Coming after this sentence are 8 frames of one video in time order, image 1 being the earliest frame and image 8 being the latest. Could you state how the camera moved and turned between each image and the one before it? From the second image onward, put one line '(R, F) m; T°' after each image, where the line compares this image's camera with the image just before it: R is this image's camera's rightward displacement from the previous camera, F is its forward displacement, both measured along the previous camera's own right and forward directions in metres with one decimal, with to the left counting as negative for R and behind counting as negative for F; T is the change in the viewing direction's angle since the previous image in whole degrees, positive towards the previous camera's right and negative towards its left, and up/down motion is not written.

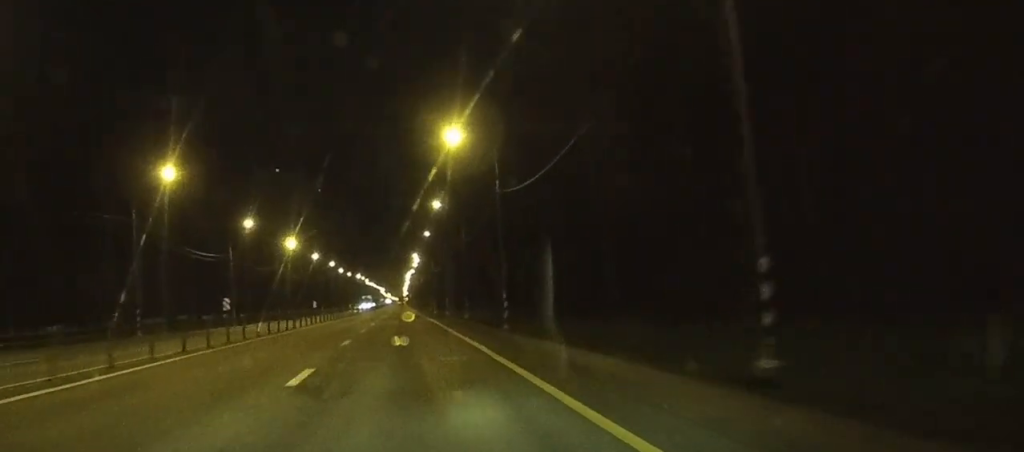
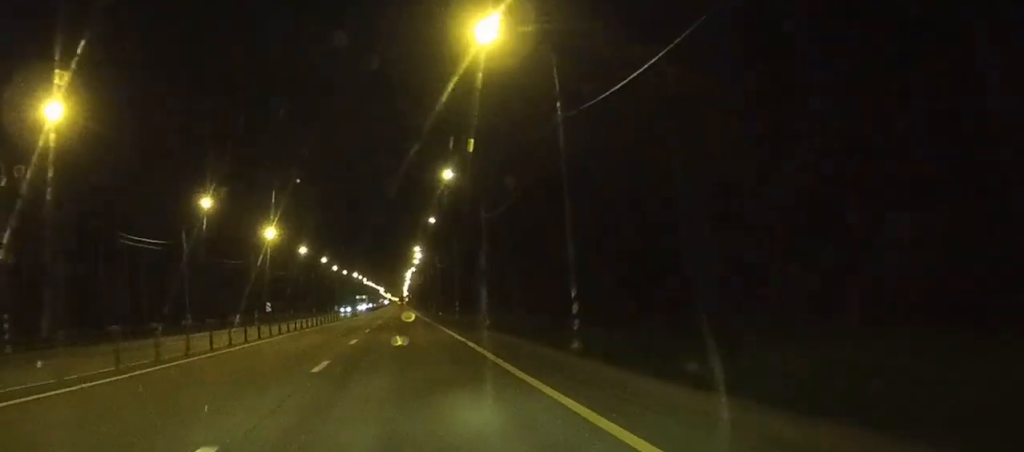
(0.0, +17.3) m; 0°
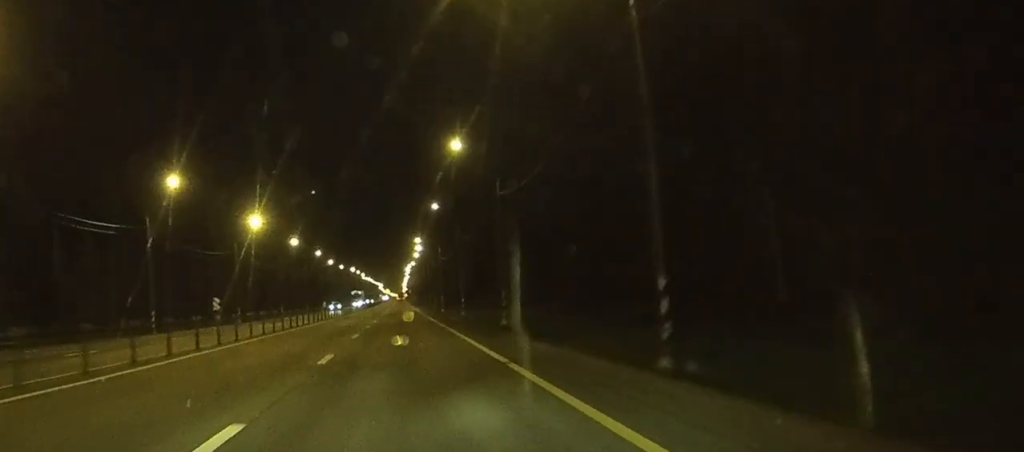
(0.0, +9.2) m; 0°
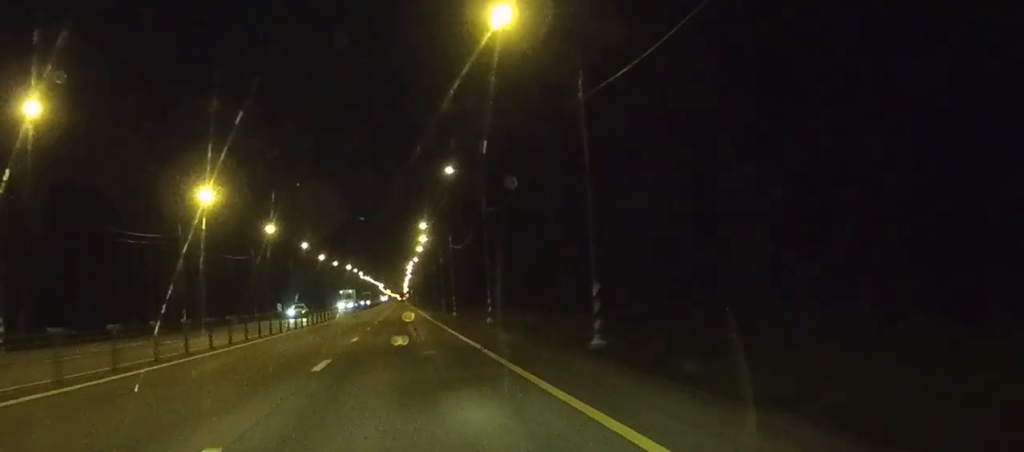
(+0.1, +23.5) m; 0°
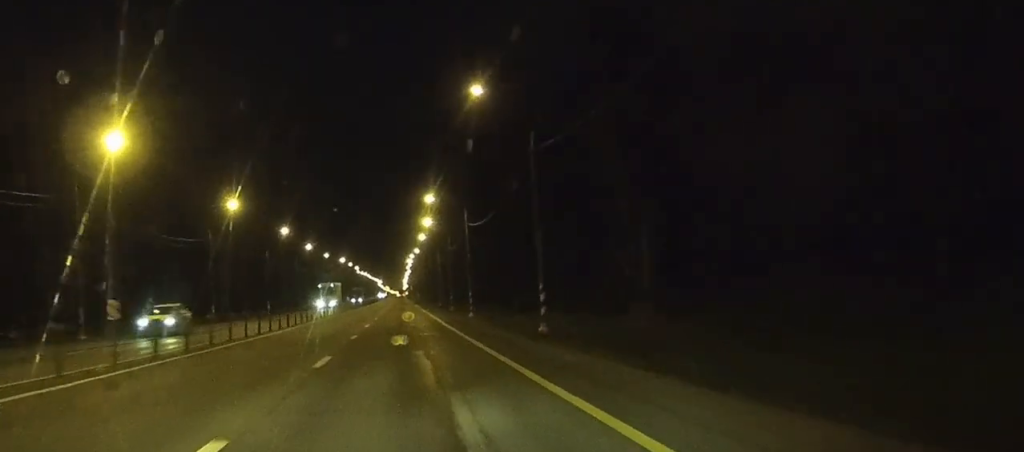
(0.0, +23.3) m; 0°
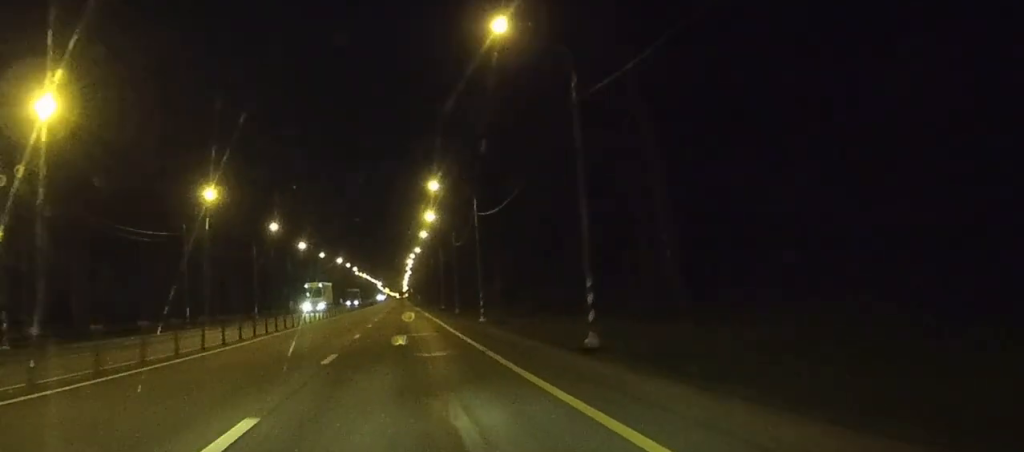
(+0.1, +10.0) m; 0°
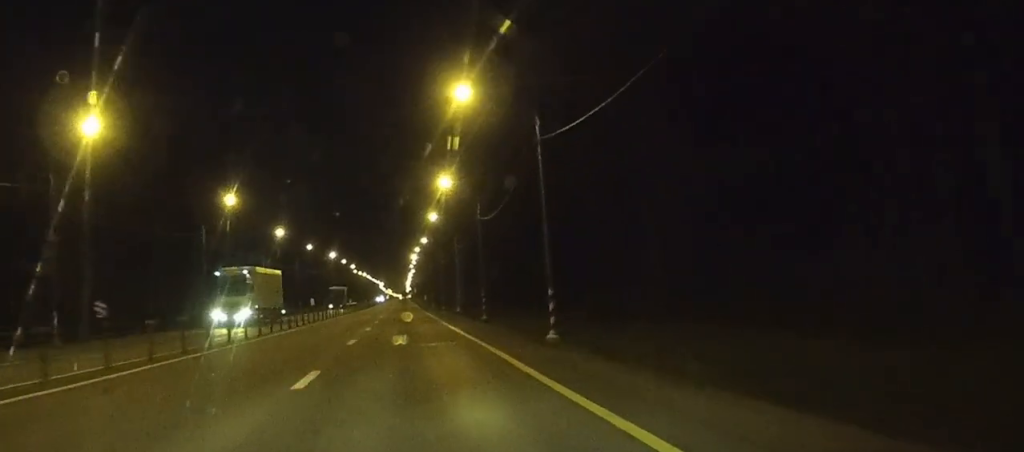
(0.0, +29.4) m; 0°
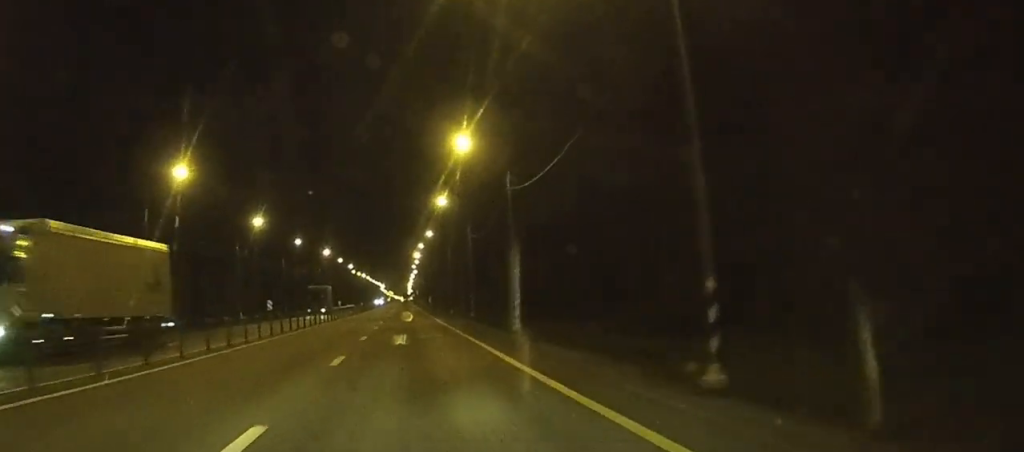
(0.0, +18.7) m; 0°
